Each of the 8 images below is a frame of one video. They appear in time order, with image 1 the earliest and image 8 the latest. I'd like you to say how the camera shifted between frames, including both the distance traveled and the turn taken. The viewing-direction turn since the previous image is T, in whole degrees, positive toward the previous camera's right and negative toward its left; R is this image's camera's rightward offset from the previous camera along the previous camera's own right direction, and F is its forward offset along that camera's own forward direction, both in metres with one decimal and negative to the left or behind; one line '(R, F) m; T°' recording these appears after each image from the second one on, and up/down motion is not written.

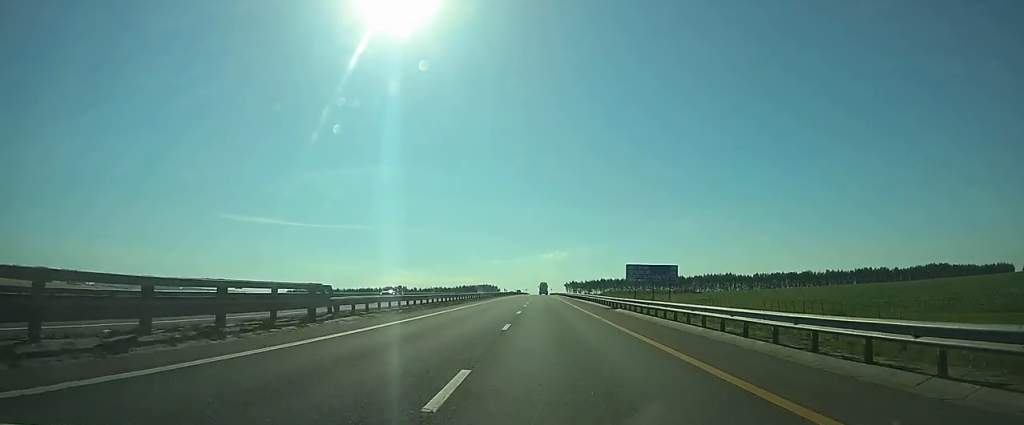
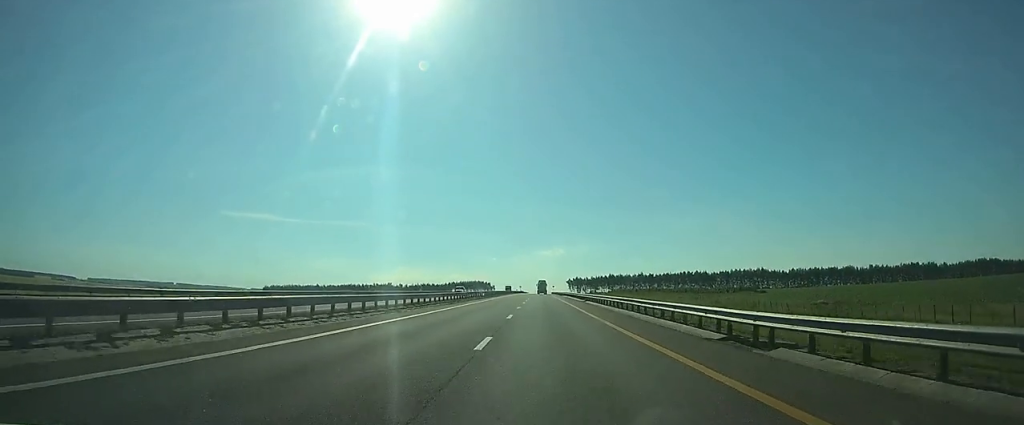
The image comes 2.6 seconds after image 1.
(+0.1, +76.7) m; 0°
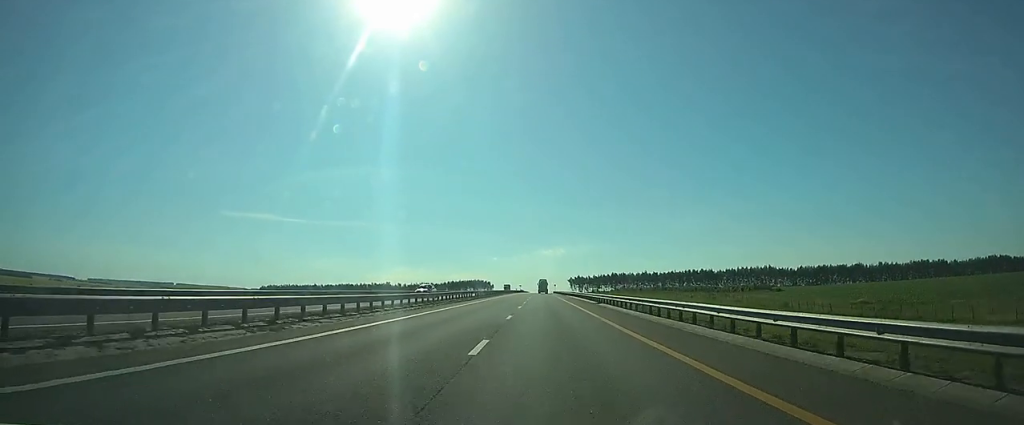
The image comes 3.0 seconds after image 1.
(0.0, +12.8) m; 0°
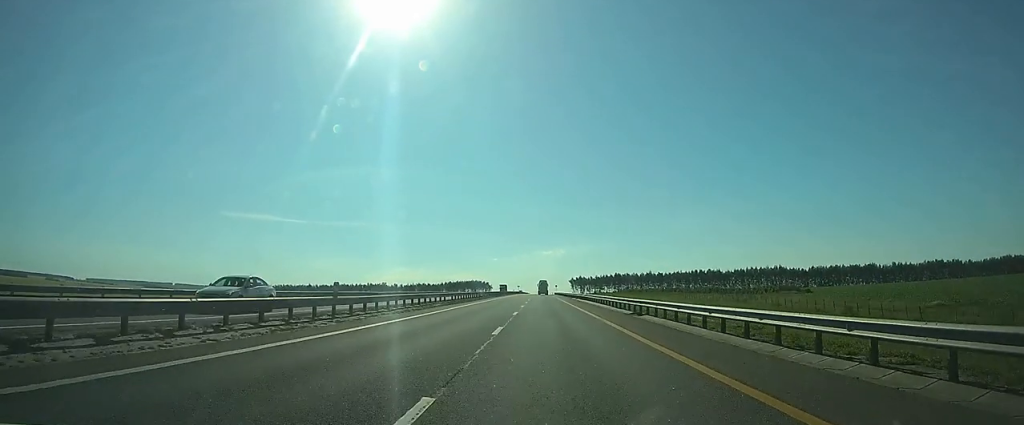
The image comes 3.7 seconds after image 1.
(0.0, +18.7) m; 0°
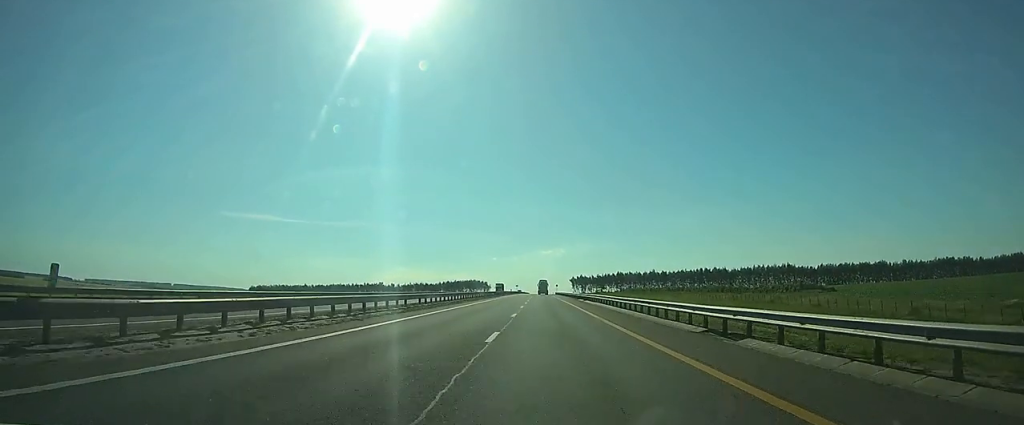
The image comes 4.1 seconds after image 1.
(0.0, +13.8) m; 0°
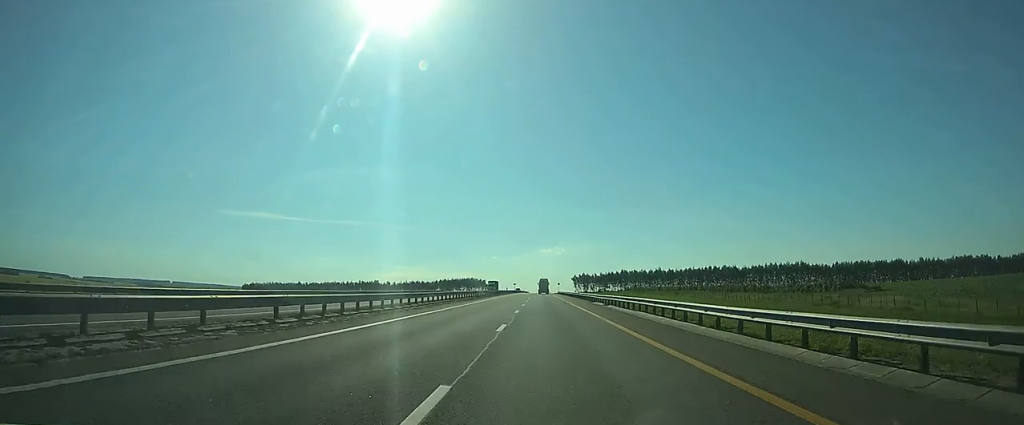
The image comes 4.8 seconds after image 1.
(0.0, +20.7) m; 0°
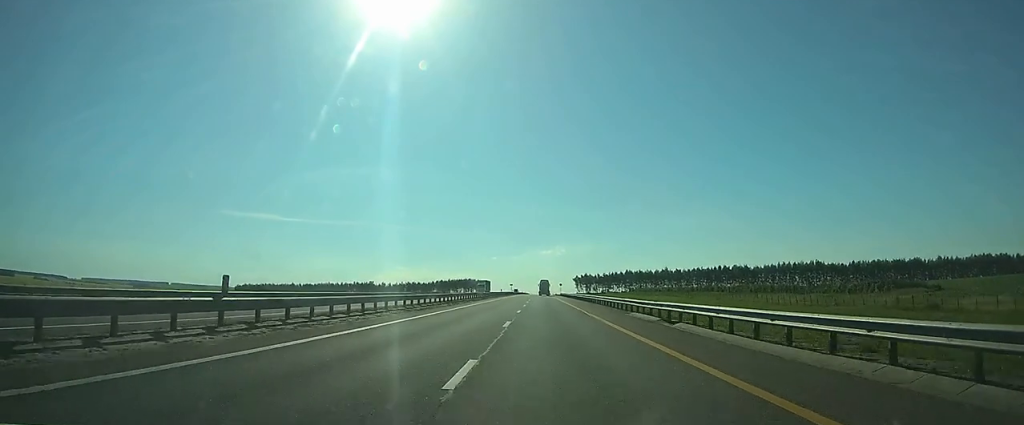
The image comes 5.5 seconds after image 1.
(+0.1, +20.8) m; 0°
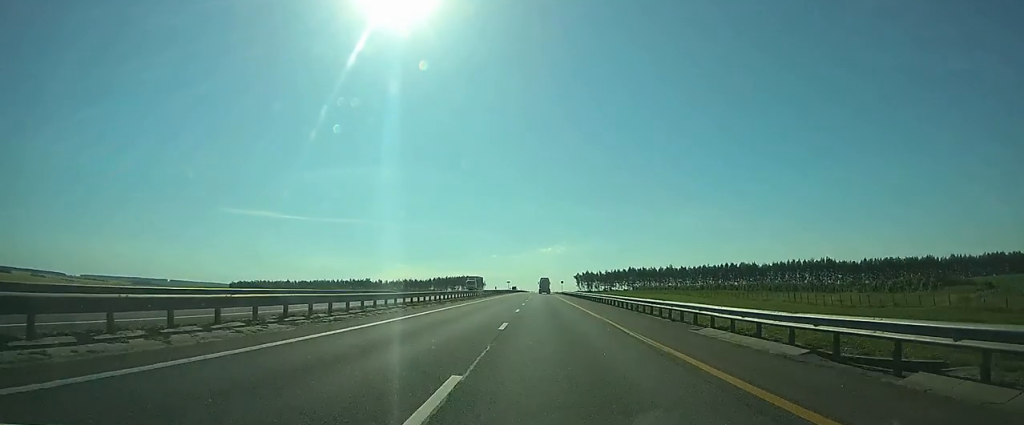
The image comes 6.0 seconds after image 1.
(0.0, +13.9) m; 0°
